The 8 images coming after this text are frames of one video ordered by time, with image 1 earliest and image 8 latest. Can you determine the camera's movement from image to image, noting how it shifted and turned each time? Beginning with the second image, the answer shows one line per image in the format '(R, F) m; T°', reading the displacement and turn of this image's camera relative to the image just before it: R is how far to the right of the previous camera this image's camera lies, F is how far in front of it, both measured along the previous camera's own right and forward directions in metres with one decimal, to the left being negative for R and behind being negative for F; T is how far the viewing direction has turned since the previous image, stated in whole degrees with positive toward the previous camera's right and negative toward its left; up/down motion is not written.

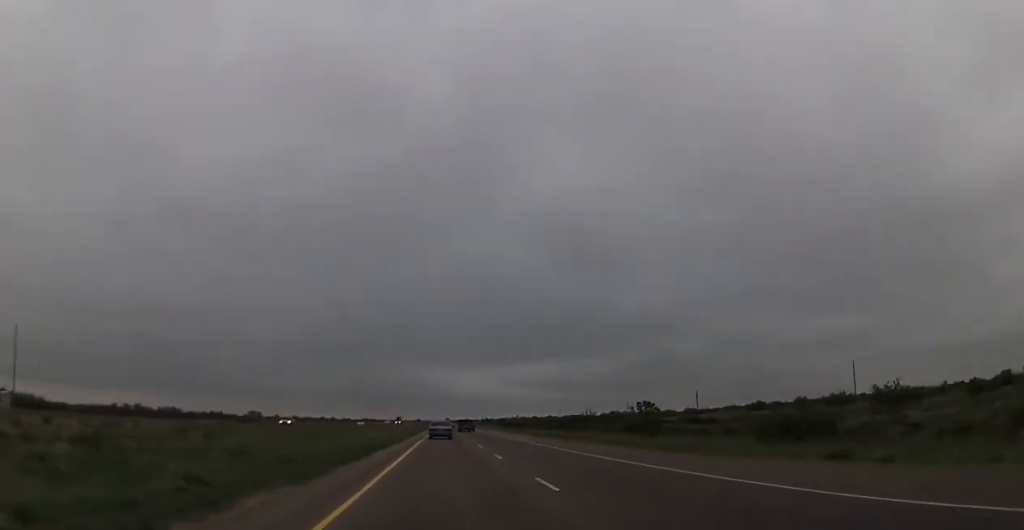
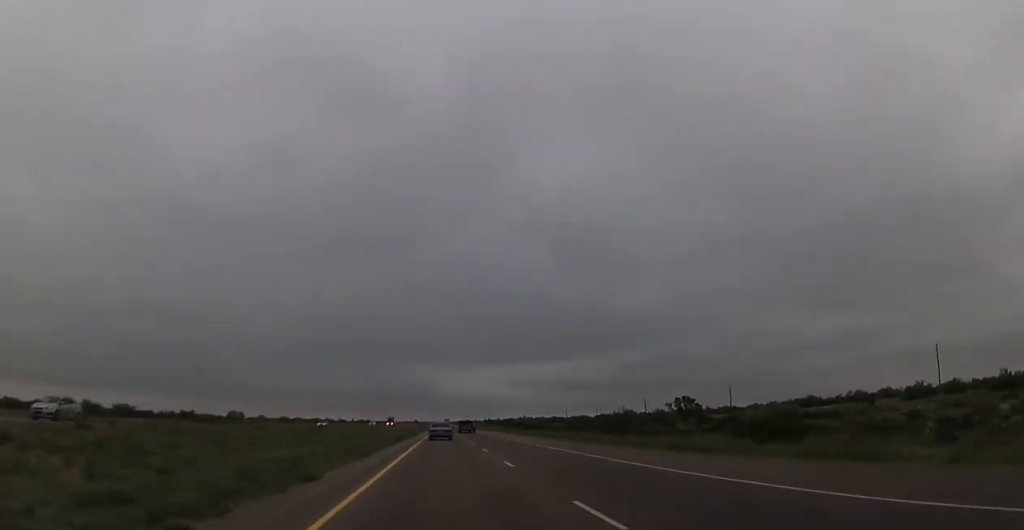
(-0.1, +29.3) m; 0°
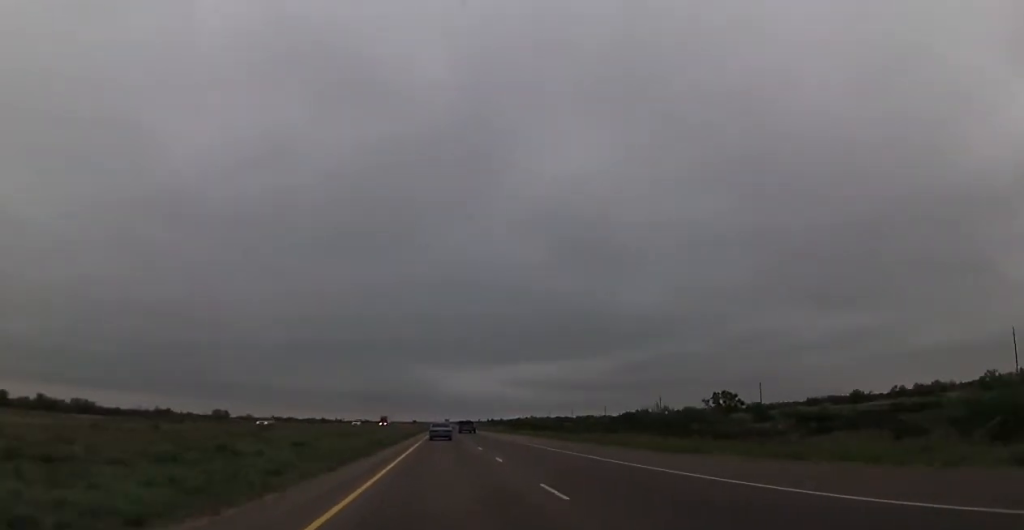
(+0.3, +20.7) m; 0°
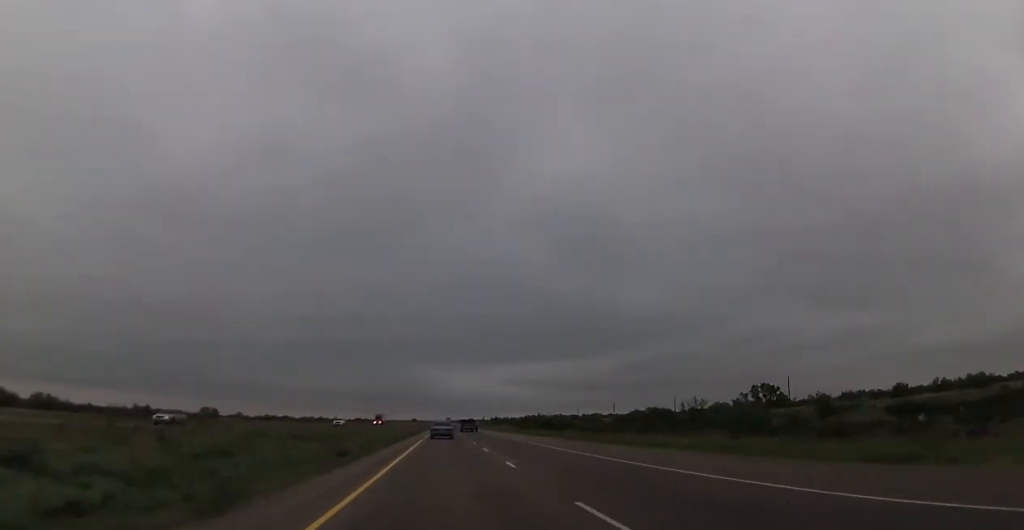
(-0.1, +15.8) m; 0°
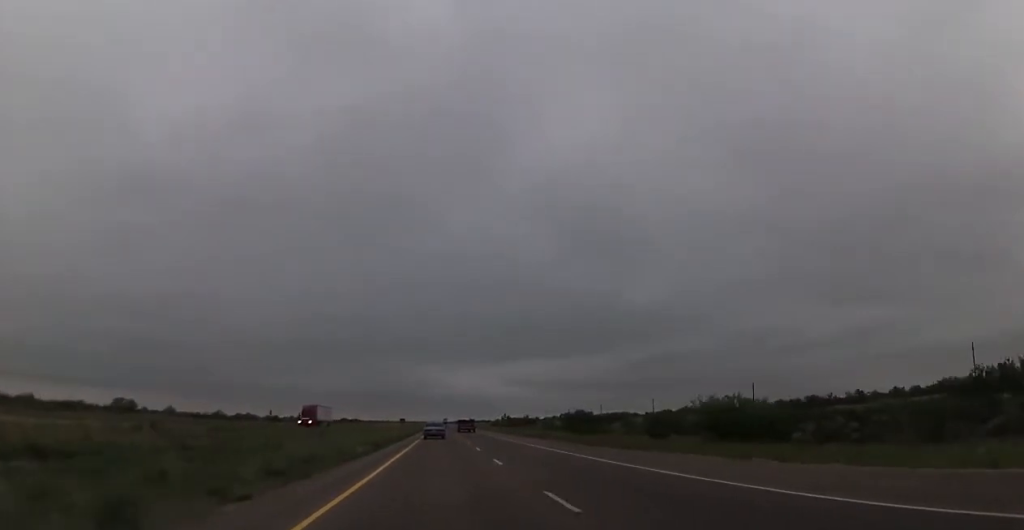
(+0.1, +70.7) m; 0°
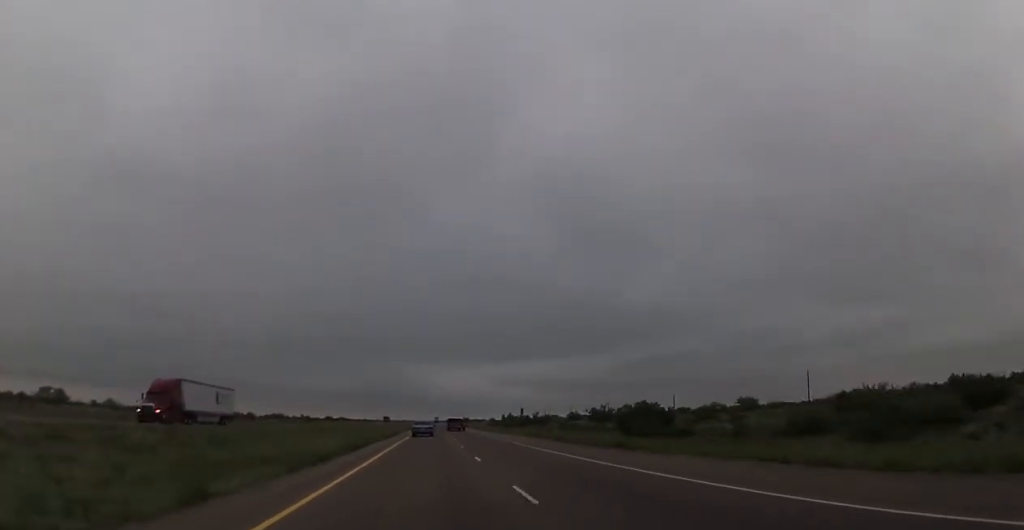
(-0.3, +35.4) m; 0°
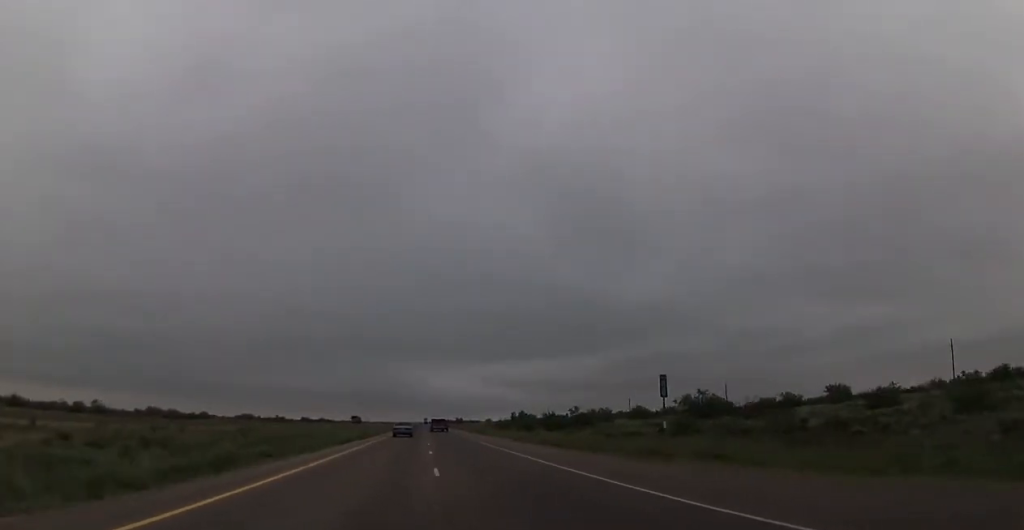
(+0.1, +55.1) m; 0°
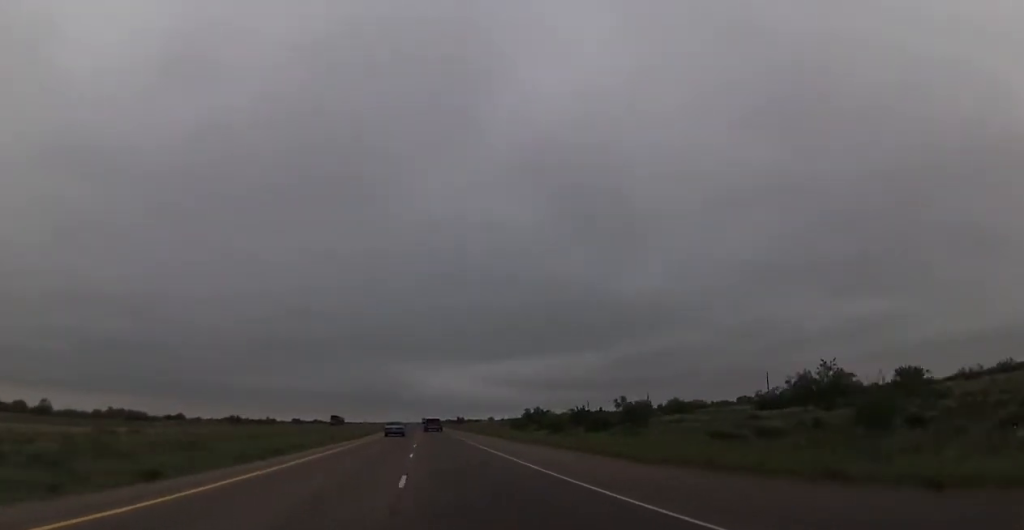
(+0.1, +27.0) m; 0°
